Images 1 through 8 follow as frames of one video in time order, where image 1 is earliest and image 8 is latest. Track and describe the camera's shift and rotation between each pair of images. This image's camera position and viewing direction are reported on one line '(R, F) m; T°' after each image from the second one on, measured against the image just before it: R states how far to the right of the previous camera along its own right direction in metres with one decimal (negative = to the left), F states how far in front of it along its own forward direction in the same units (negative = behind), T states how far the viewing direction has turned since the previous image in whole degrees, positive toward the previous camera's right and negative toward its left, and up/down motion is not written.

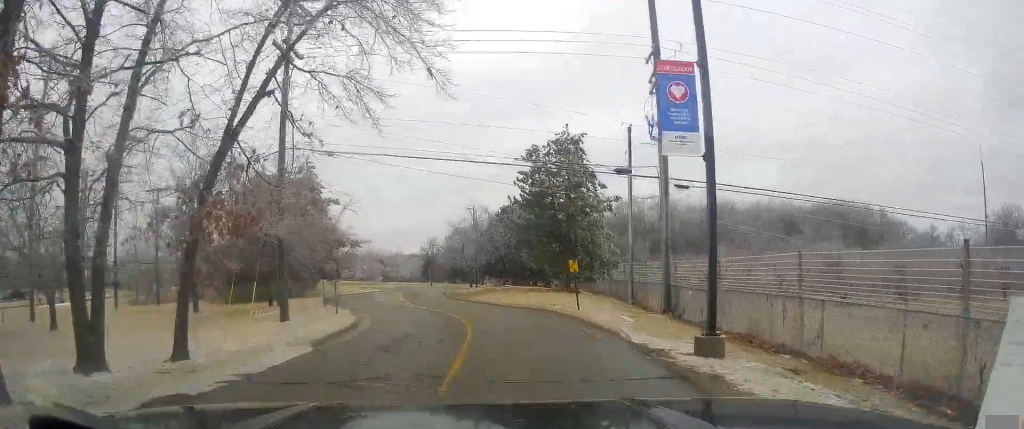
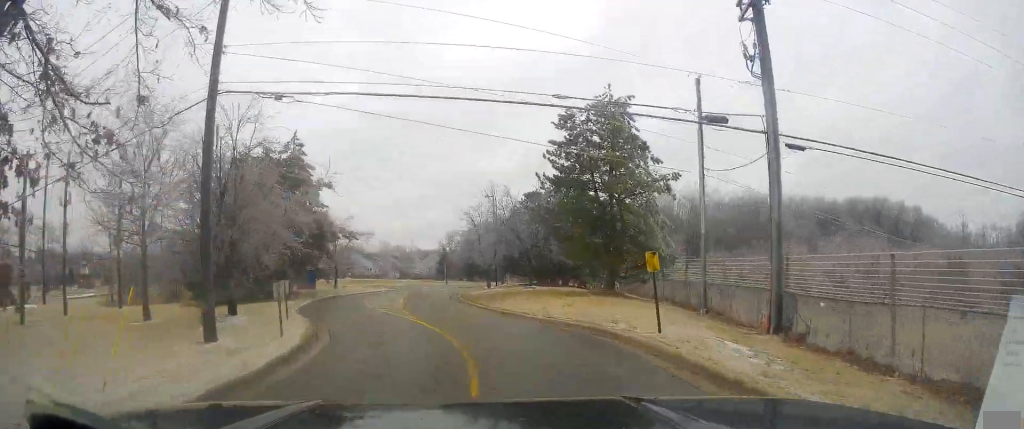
(-0.3, +9.8) m; -1°
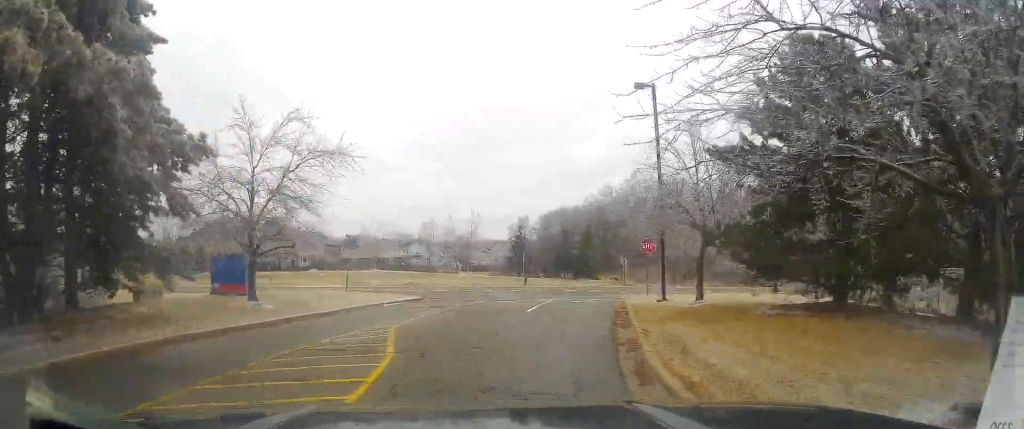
(-3.3, +37.7) m; -10°
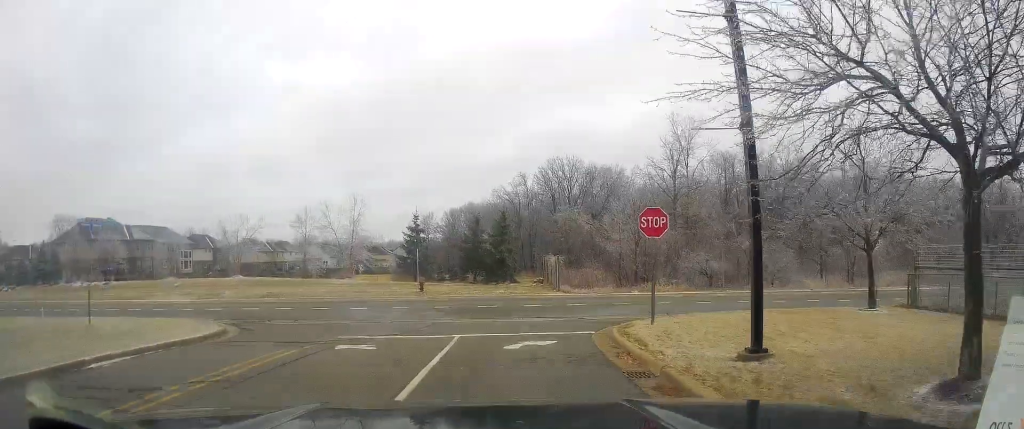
(+1.0, +18.6) m; +4°
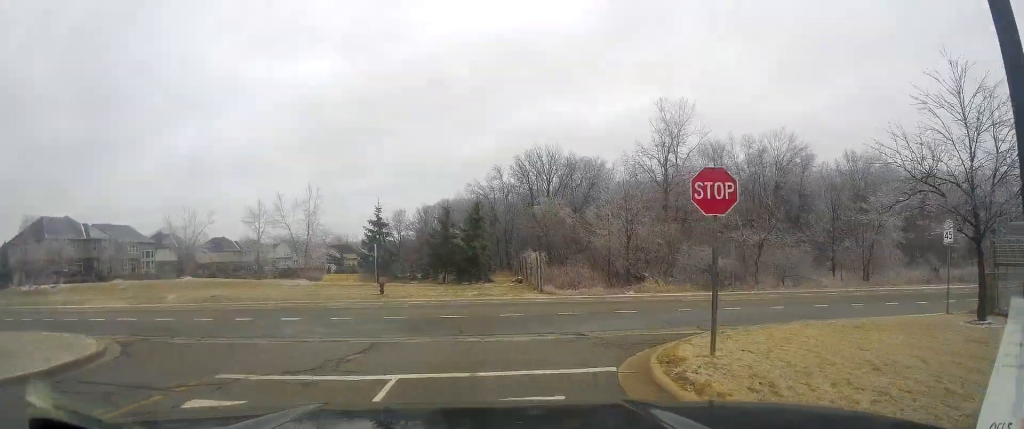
(0.0, +8.0) m; +2°
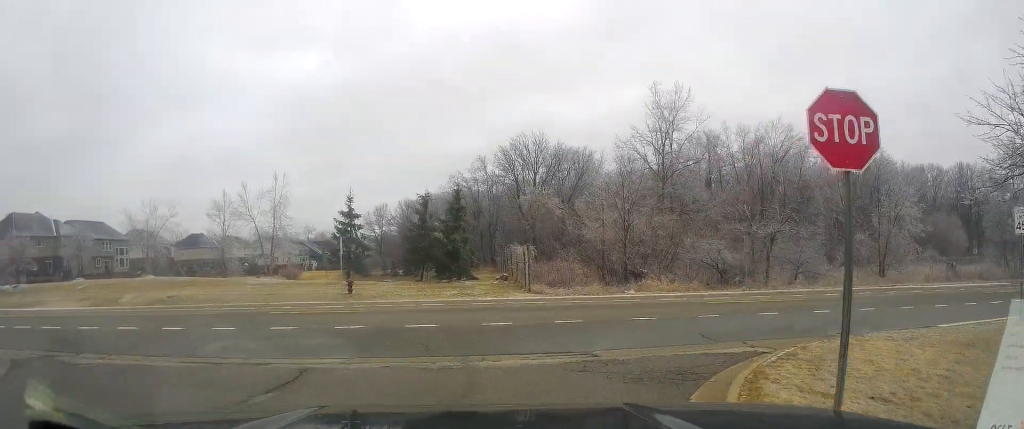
(0.0, +6.1) m; +3°
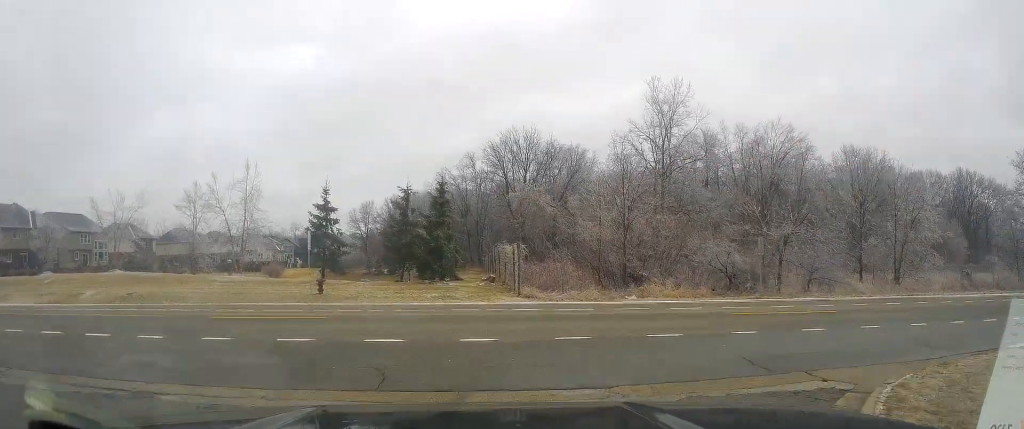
(+0.4, +5.0) m; +3°
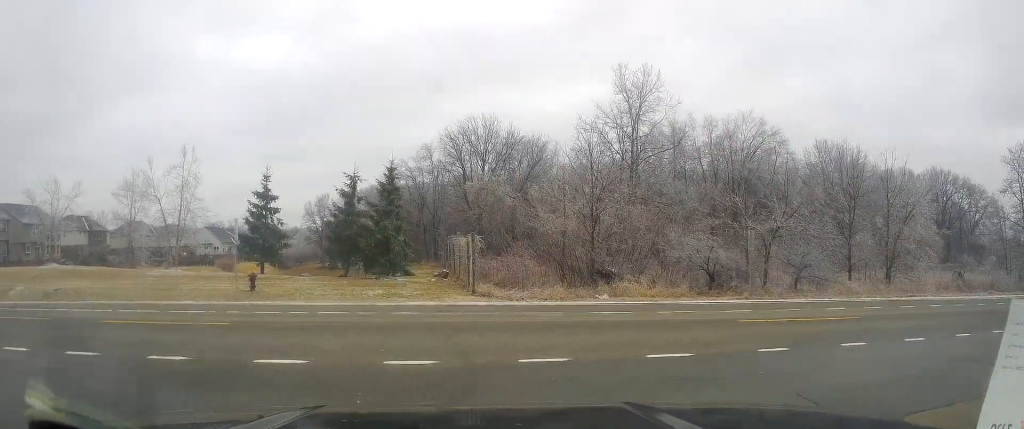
(+0.3, +6.4) m; +8°
